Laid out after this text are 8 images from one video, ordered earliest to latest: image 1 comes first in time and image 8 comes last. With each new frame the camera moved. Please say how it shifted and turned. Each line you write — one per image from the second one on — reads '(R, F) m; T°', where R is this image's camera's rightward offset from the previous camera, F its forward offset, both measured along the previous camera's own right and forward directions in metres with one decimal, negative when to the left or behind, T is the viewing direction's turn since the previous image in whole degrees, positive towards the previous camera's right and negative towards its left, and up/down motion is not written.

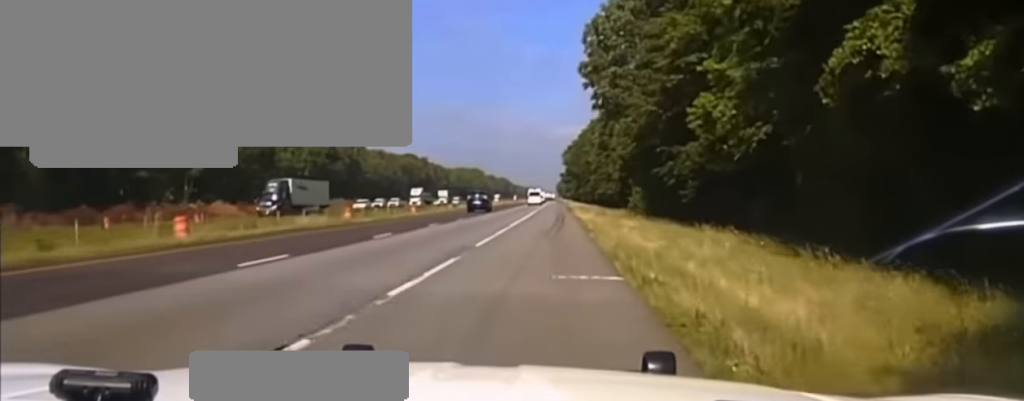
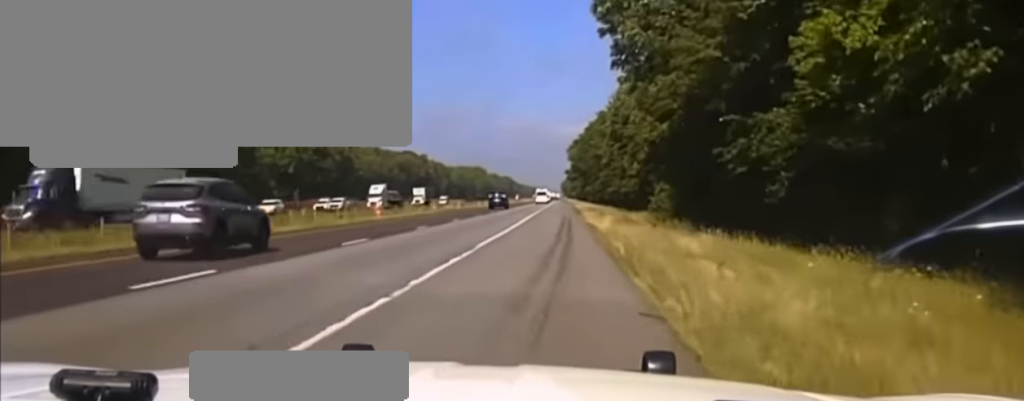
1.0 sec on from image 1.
(0.0, +17.8) m; 0°
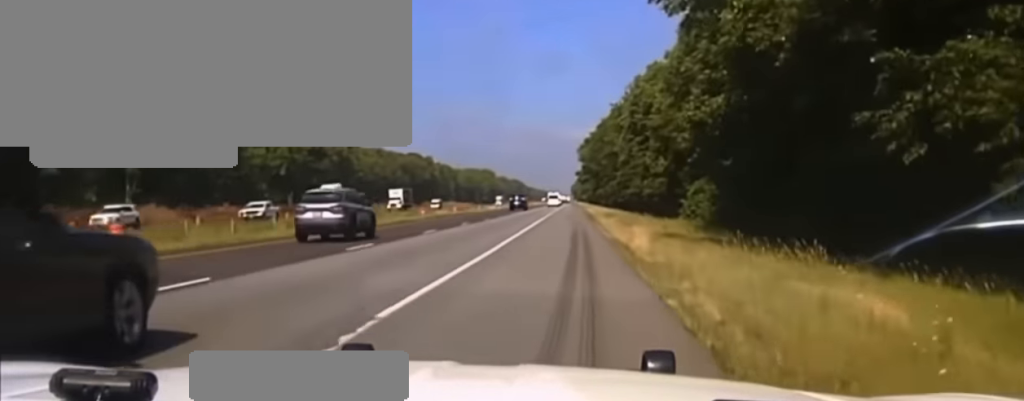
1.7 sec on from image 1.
(0.0, +14.3) m; 0°
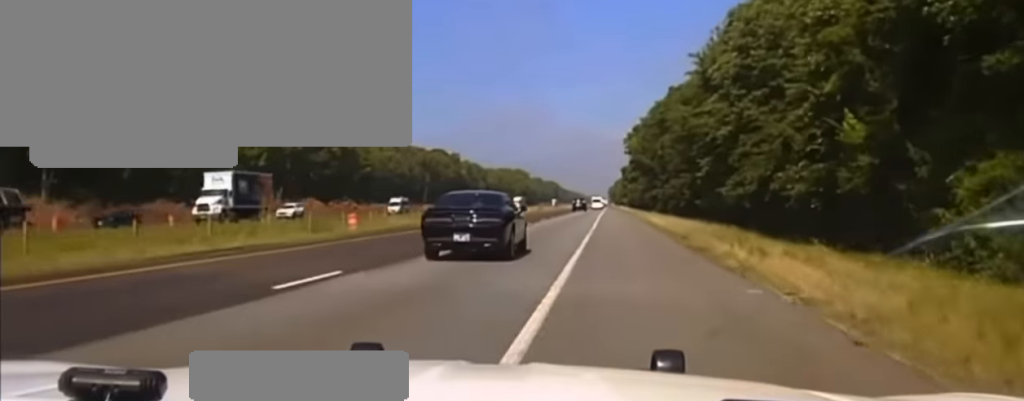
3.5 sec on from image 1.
(-0.3, +38.6) m; -1°
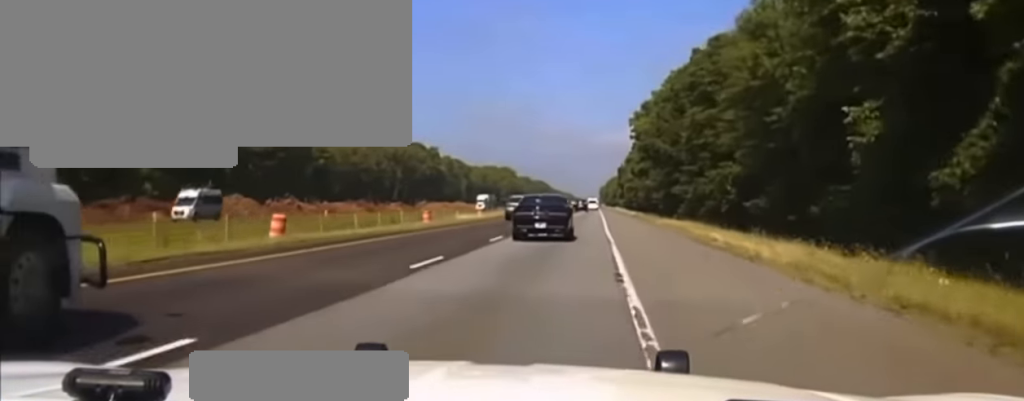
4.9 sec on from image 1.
(0.0, +33.1) m; +1°
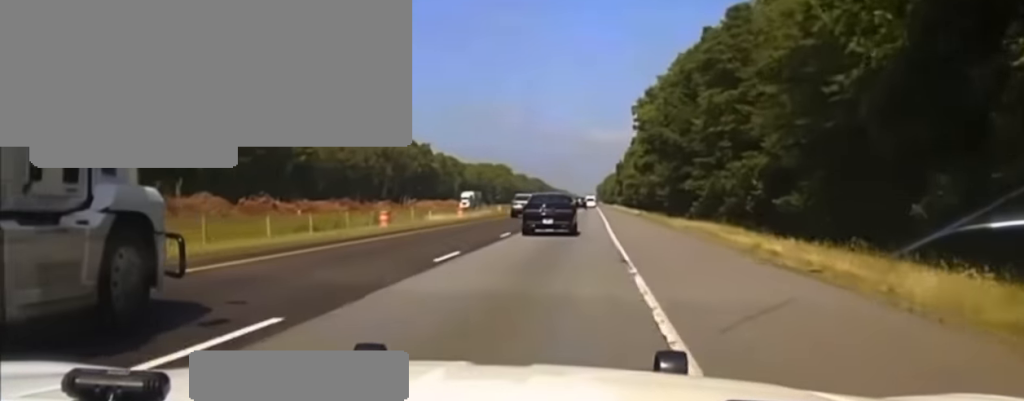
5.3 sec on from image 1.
(+0.1, +11.0) m; 0°
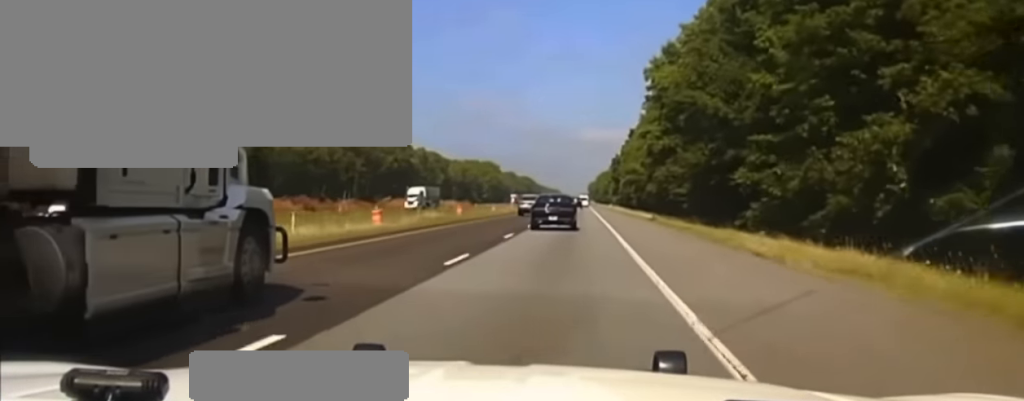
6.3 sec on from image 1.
(0.0, +26.3) m; 0°
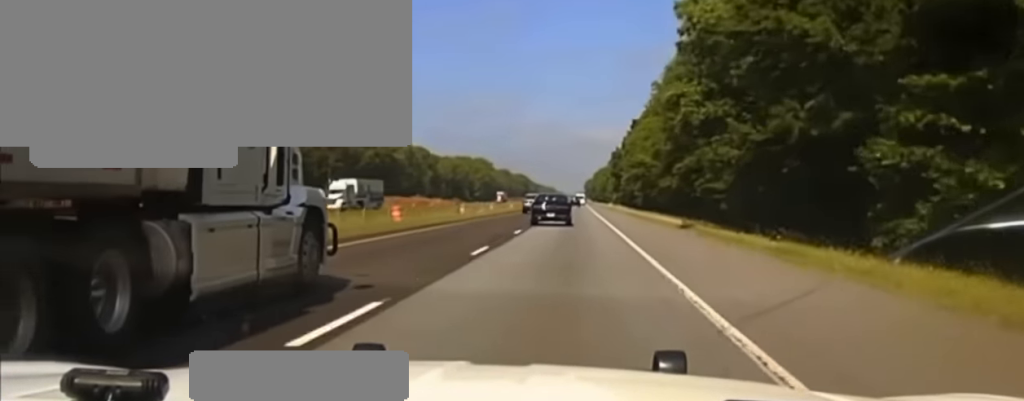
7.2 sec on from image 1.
(0.0, +23.5) m; +1°
